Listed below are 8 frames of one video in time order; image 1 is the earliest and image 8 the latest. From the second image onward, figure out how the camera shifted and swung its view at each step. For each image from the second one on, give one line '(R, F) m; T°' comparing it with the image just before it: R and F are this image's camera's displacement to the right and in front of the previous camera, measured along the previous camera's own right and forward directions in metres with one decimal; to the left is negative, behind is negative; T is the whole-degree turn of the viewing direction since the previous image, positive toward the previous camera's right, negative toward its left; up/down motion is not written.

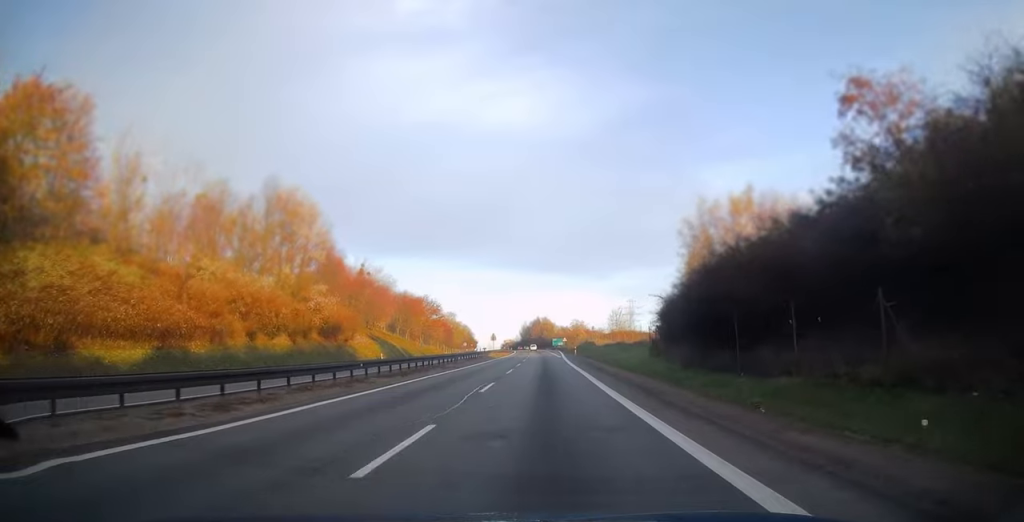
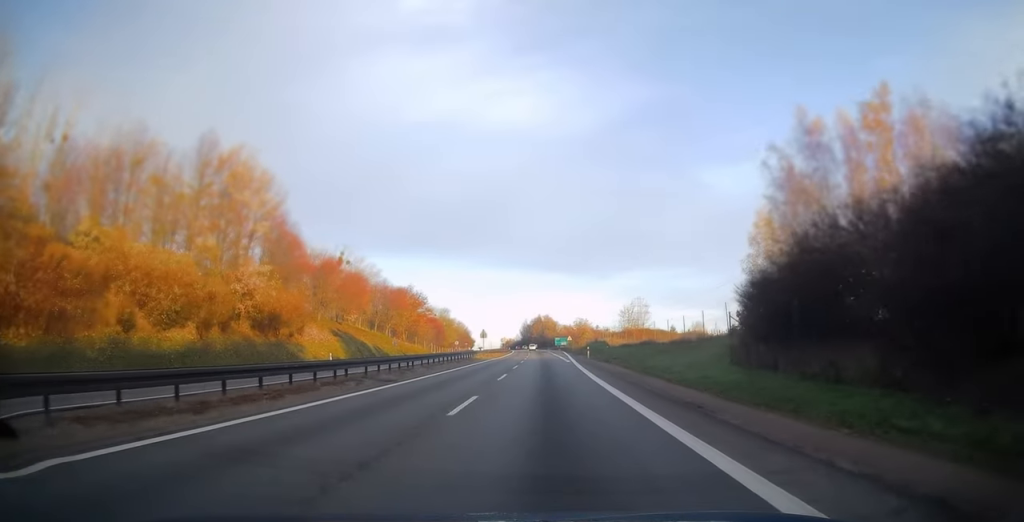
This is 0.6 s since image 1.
(-0.1, +18.5) m; 0°
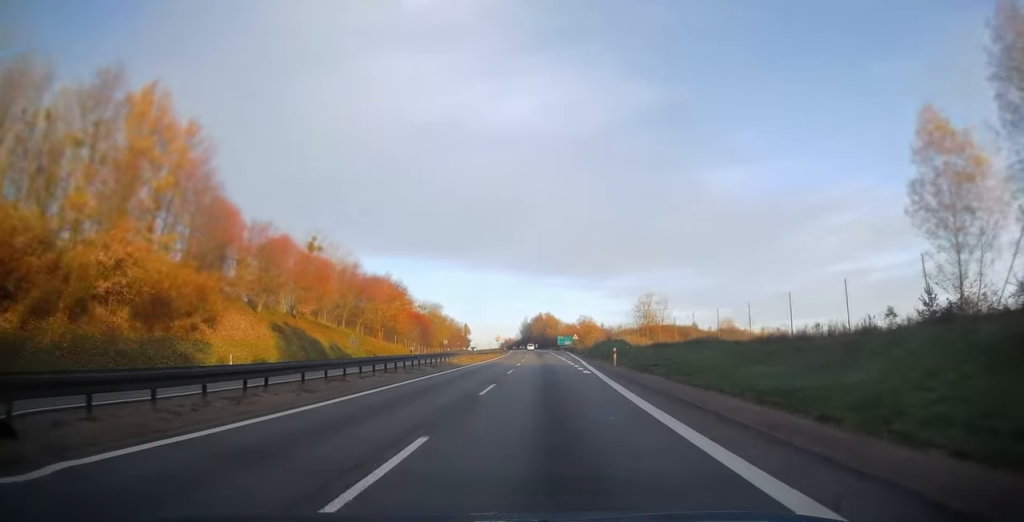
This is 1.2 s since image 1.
(0.0, +19.0) m; 0°
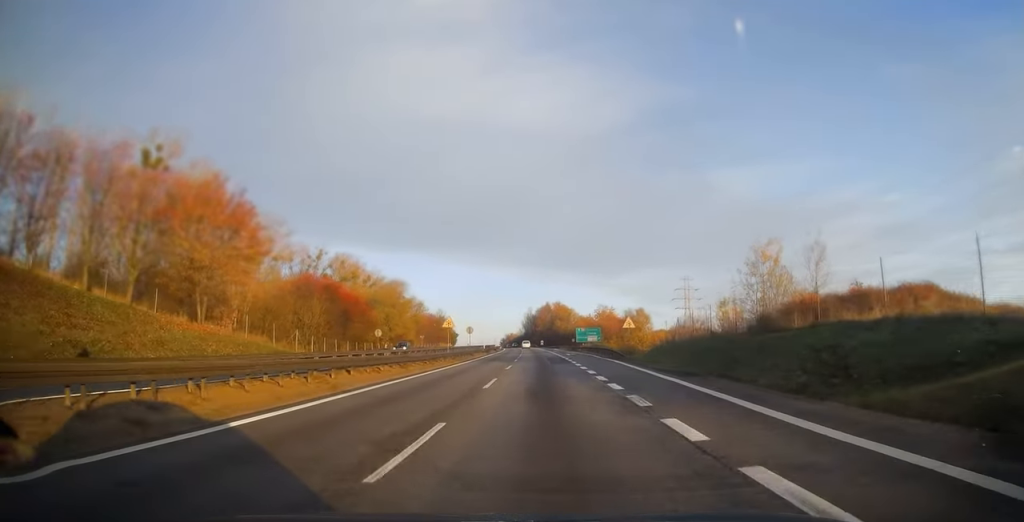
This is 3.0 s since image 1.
(-0.2, +58.6) m; -1°
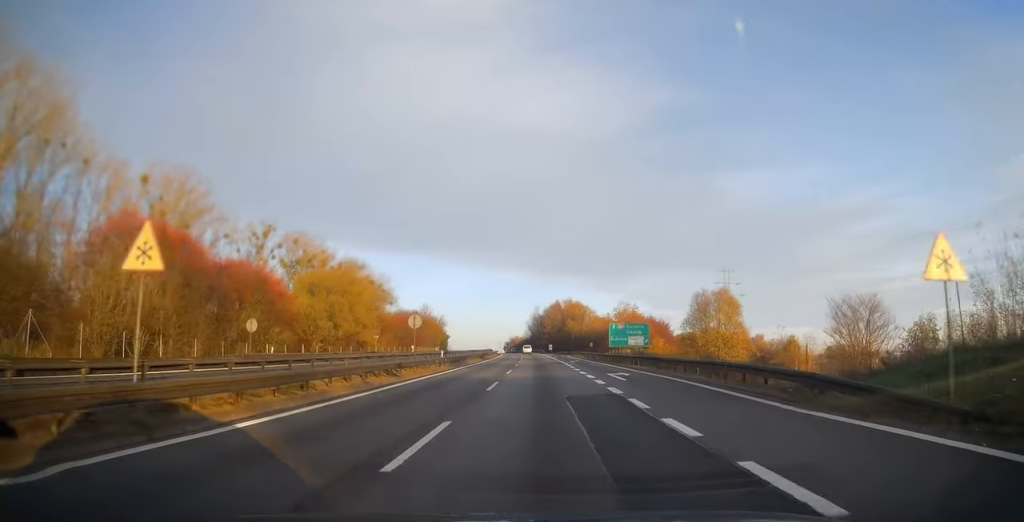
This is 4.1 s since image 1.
(-0.2, +35.3) m; -1°
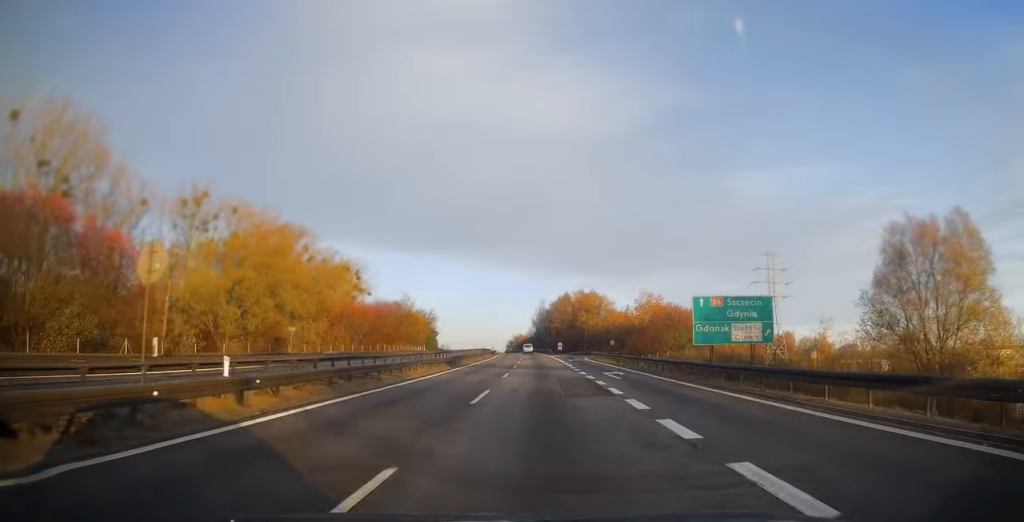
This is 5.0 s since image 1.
(-0.1, +27.9) m; -1°
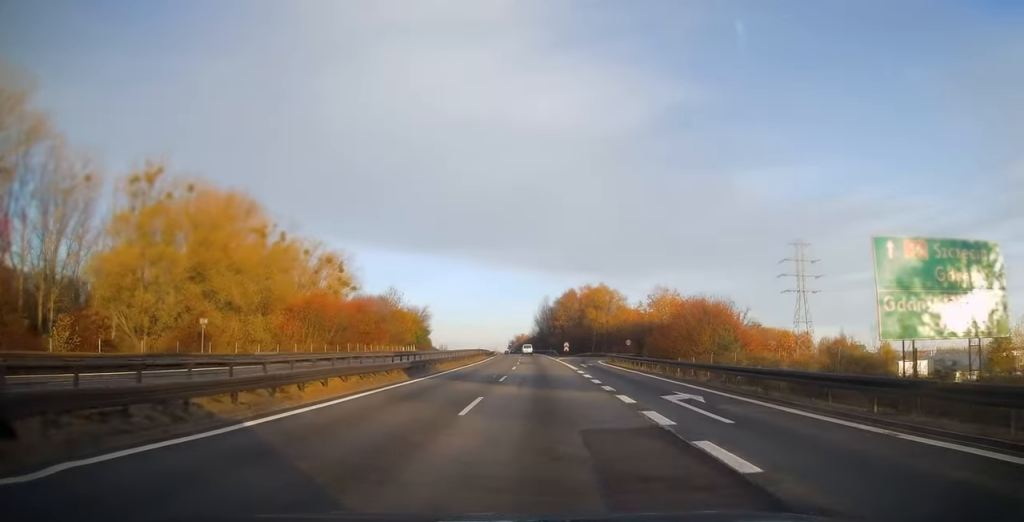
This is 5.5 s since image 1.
(-0.1, +14.2) m; 0°
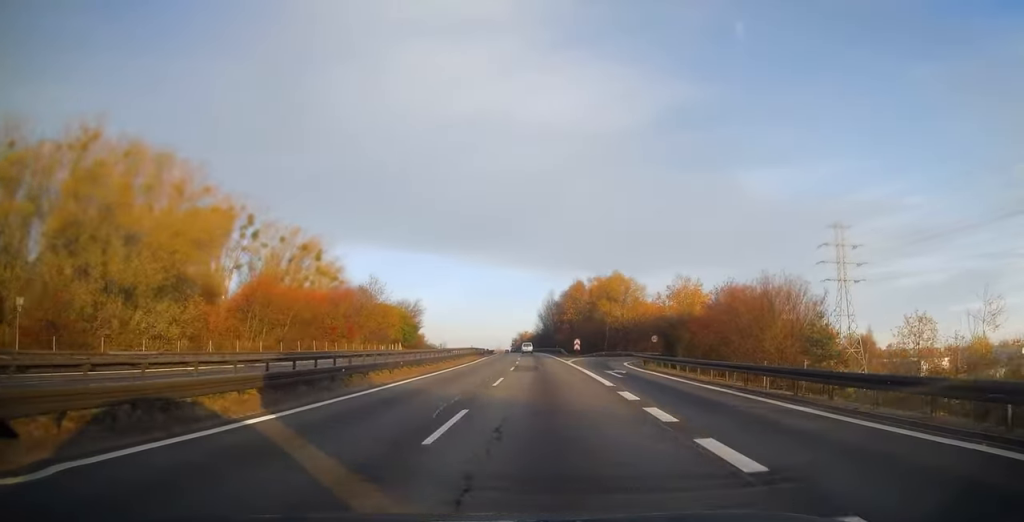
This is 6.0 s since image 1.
(0.0, +15.8) m; -1°
